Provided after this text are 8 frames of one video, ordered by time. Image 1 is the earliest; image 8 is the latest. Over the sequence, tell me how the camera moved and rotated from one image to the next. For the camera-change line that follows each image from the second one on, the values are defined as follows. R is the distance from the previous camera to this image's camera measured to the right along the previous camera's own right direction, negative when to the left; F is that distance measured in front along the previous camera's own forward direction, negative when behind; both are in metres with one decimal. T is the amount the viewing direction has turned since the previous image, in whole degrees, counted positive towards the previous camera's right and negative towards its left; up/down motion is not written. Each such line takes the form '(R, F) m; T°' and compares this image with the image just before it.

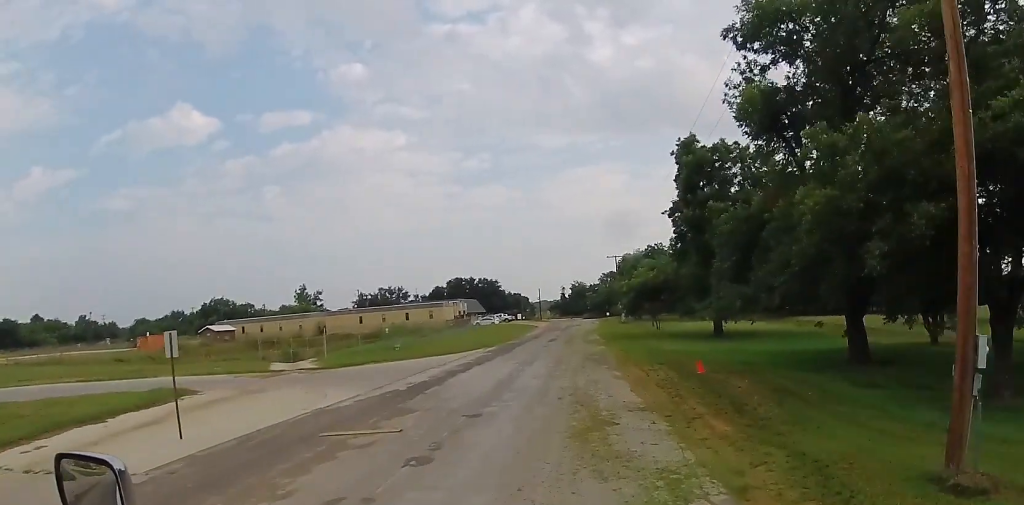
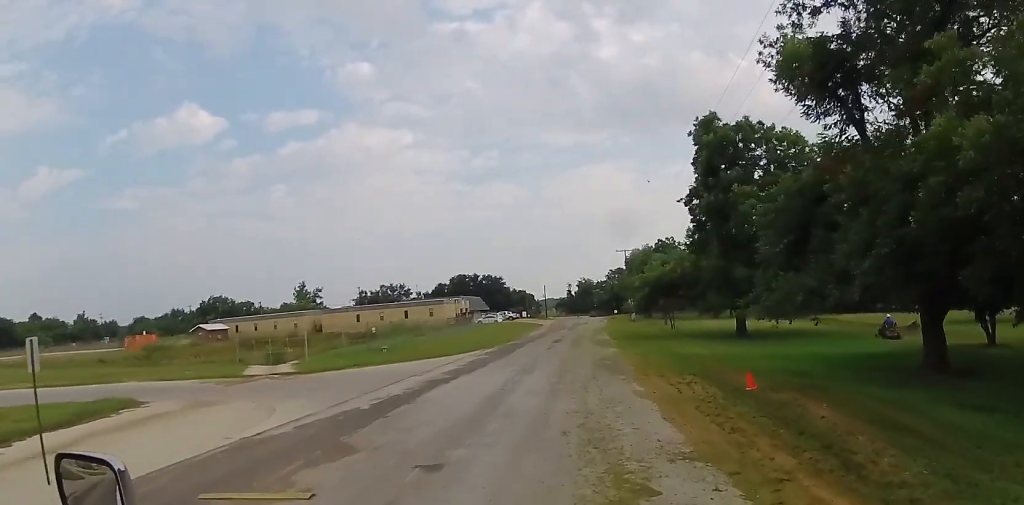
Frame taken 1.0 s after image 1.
(0.0, +5.4) m; 0°
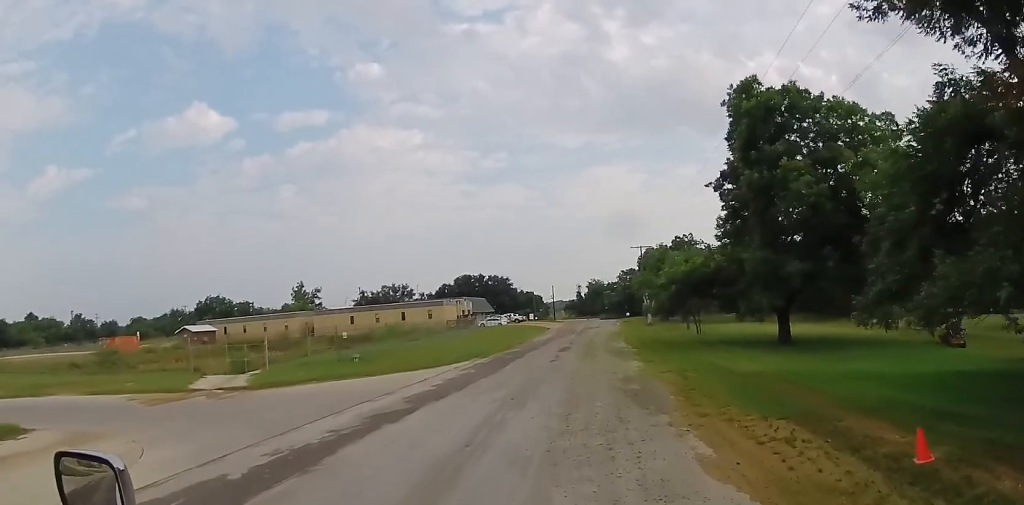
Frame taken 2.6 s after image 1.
(0.0, +8.1) m; -2°
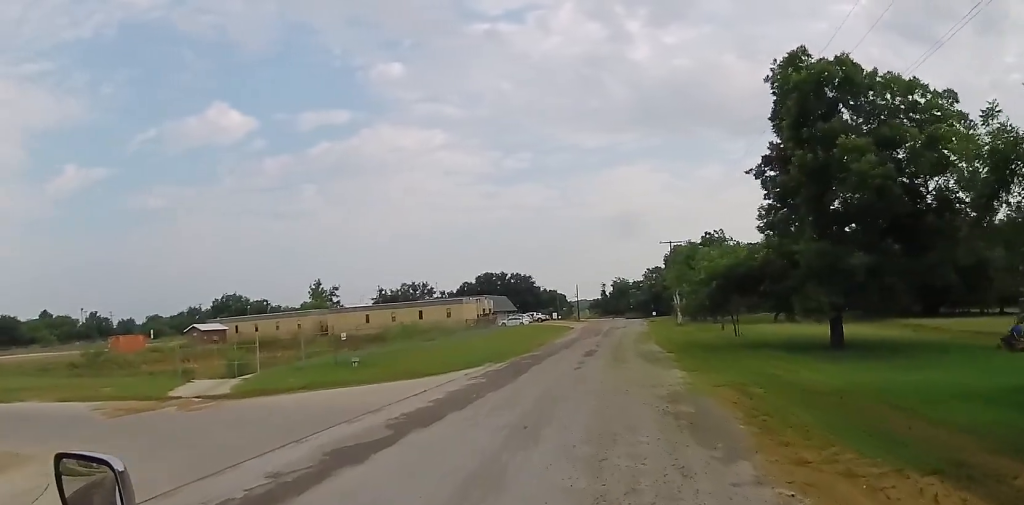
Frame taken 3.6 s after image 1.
(-0.1, +4.4) m; -5°
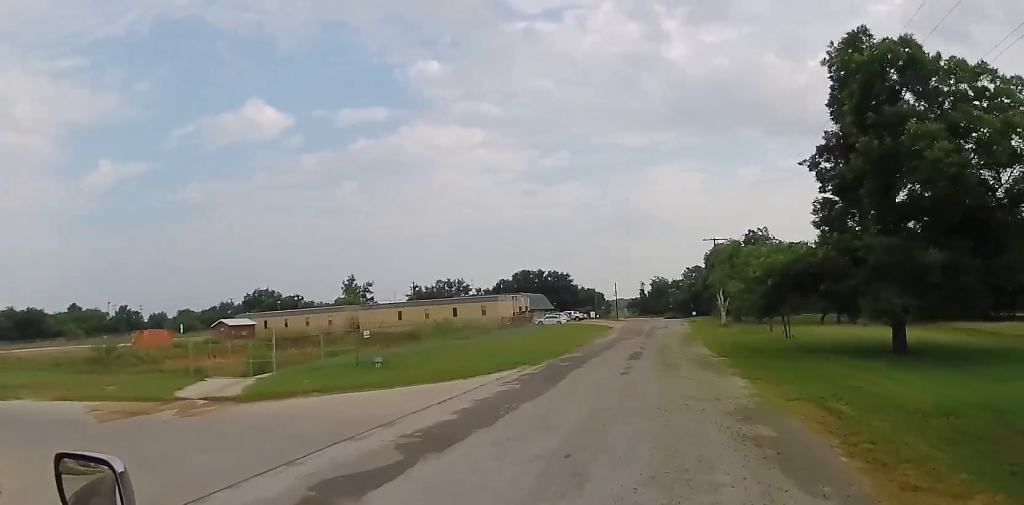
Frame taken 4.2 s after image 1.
(-0.2, +2.8) m; -4°
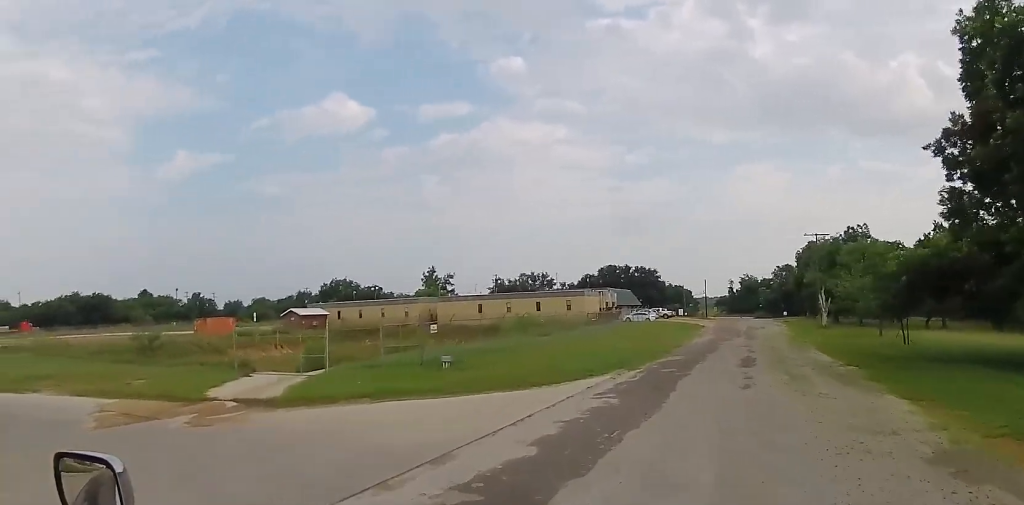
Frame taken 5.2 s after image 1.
(-0.1, +4.6) m; -8°
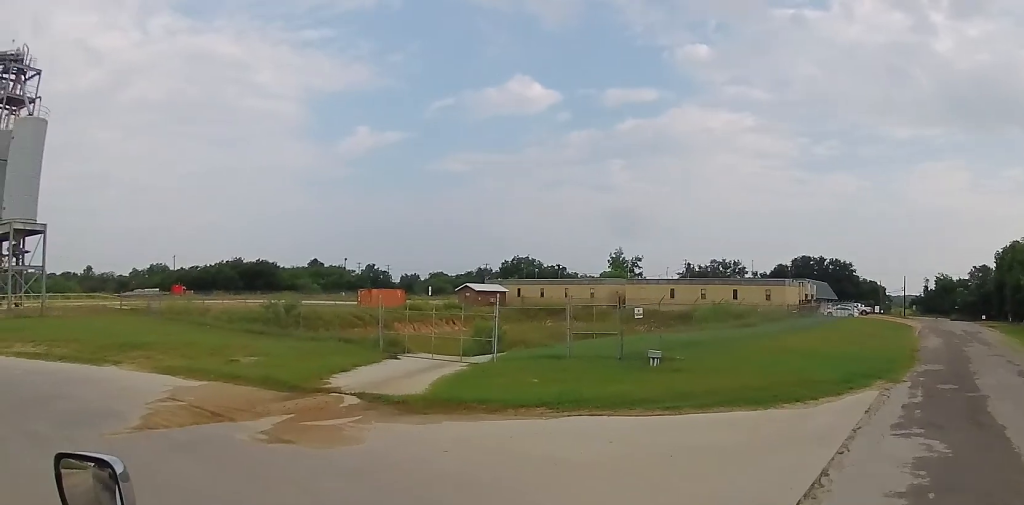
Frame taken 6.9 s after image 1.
(-1.1, +6.8) m; -19°
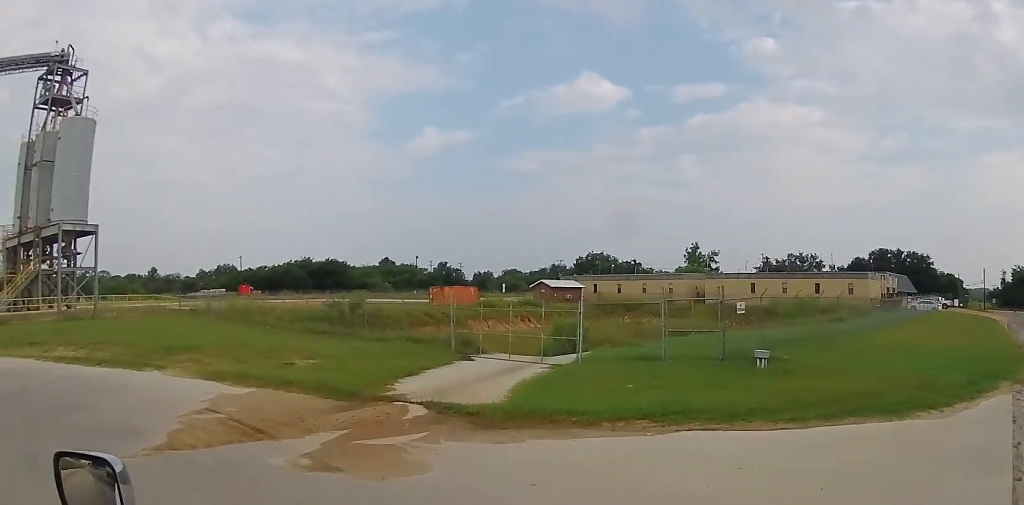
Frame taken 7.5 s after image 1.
(0.0, +2.4) m; -9°
